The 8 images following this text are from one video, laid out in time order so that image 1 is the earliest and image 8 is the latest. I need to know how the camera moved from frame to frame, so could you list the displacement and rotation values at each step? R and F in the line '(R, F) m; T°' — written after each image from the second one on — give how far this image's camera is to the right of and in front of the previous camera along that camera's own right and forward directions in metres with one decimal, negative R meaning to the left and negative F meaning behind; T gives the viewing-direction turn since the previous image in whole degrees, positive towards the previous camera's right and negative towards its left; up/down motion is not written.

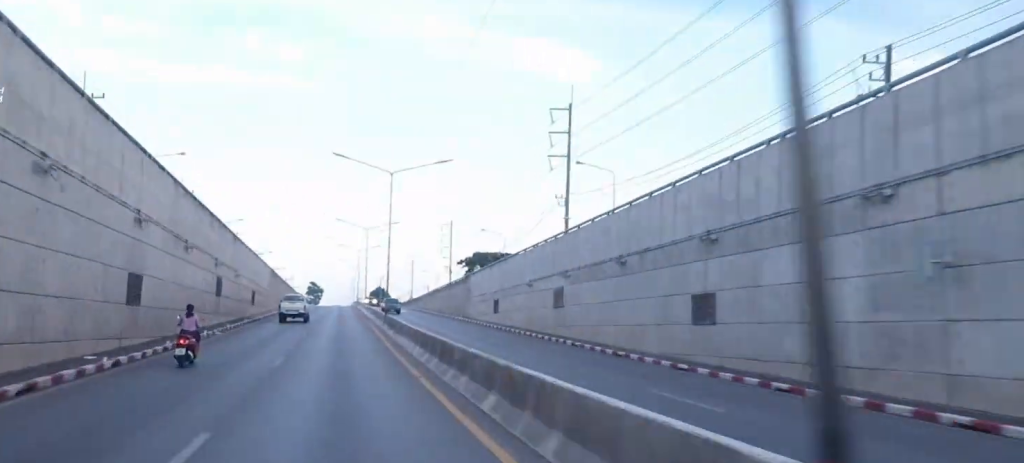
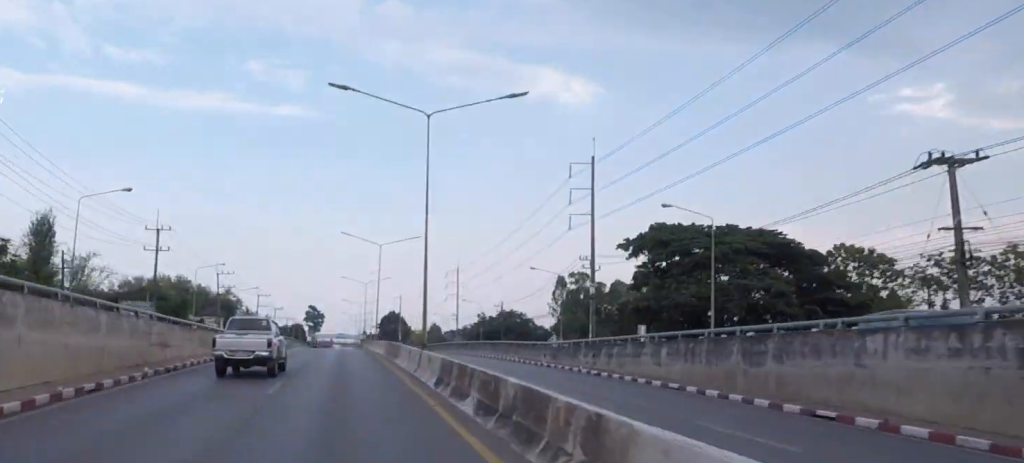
(+0.2, +89.1) m; 0°
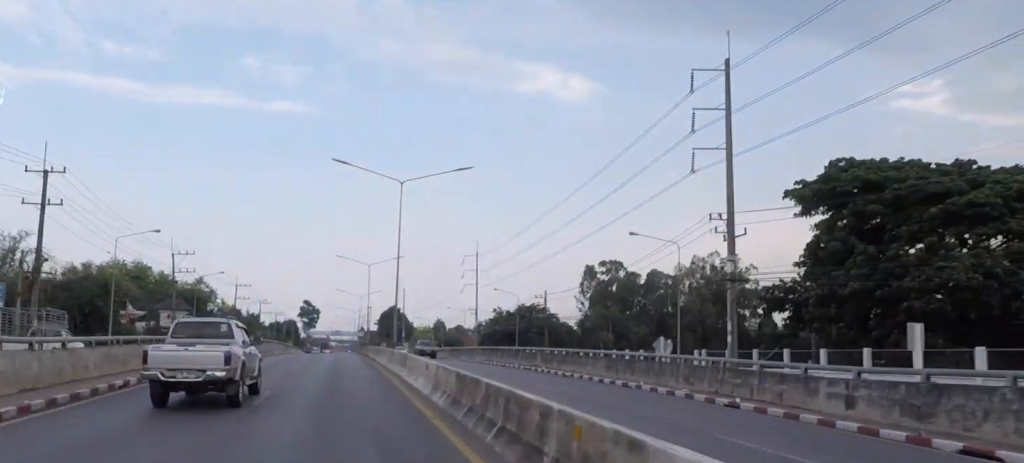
(+0.1, +26.1) m; 0°
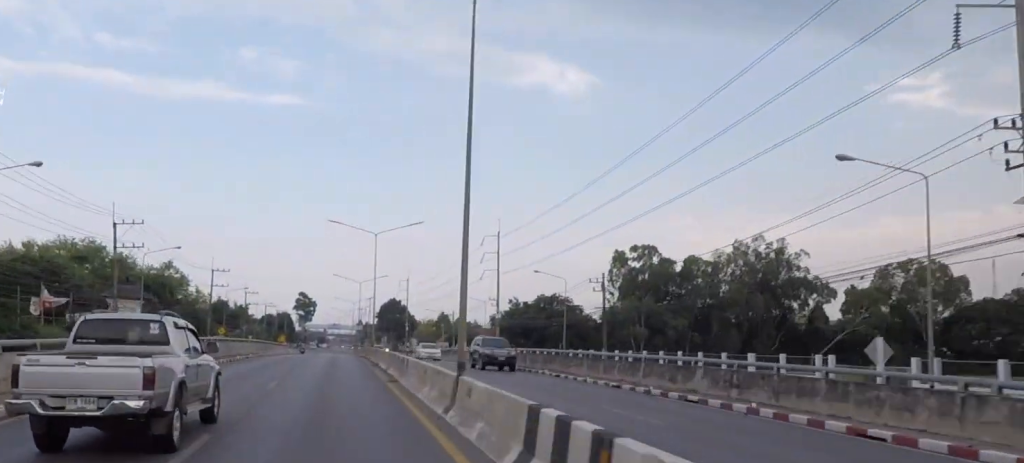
(0.0, +19.7) m; 0°
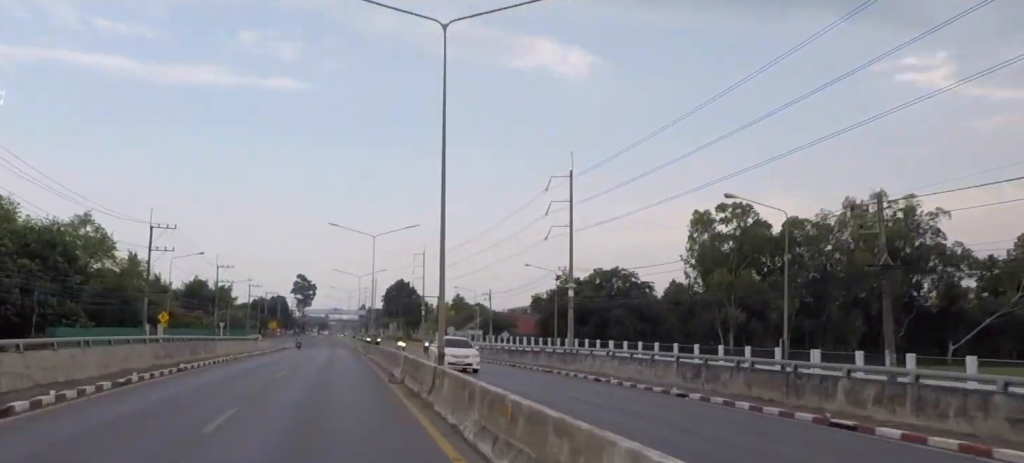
(+0.2, +32.7) m; -1°
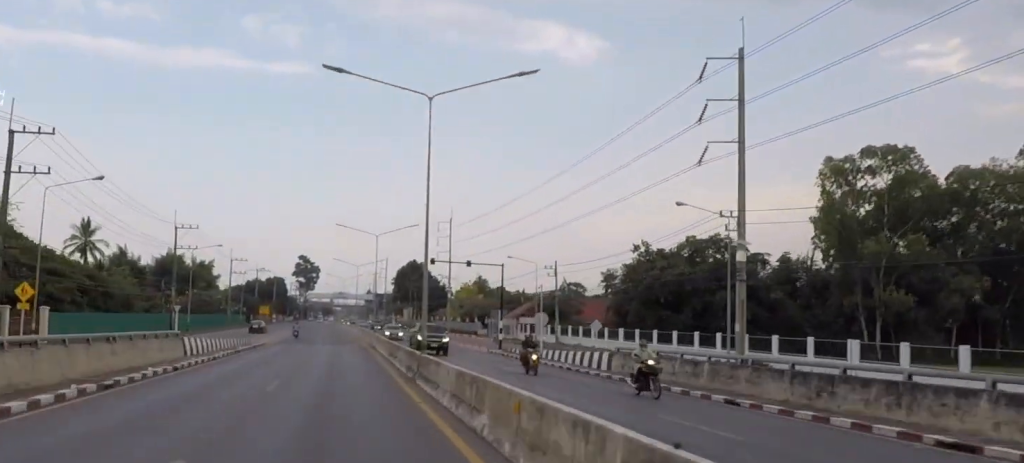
(-0.7, +30.1) m; 0°
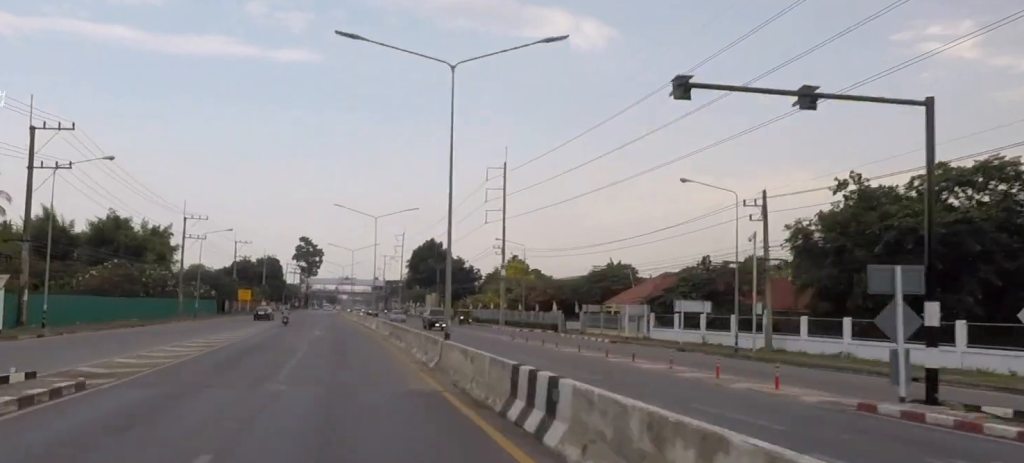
(-0.1, +35.3) m; 0°
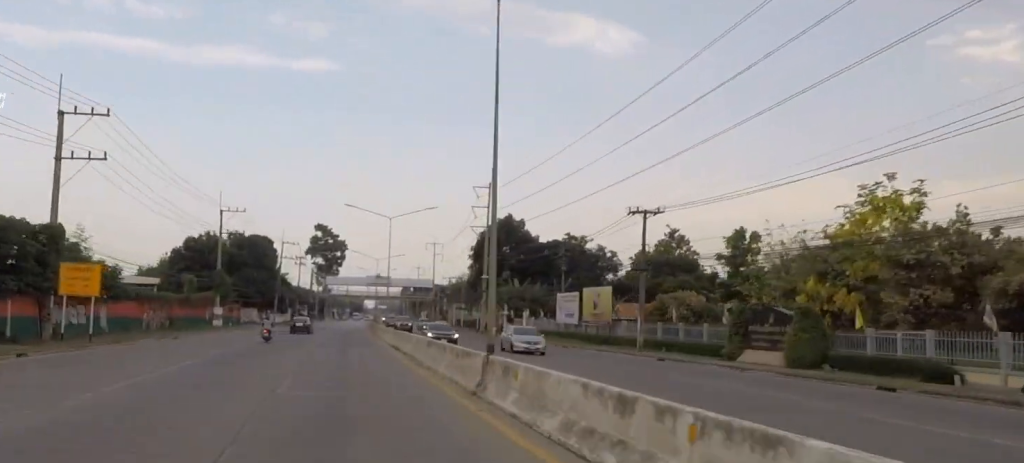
(-1.2, +73.0) m; -3°
